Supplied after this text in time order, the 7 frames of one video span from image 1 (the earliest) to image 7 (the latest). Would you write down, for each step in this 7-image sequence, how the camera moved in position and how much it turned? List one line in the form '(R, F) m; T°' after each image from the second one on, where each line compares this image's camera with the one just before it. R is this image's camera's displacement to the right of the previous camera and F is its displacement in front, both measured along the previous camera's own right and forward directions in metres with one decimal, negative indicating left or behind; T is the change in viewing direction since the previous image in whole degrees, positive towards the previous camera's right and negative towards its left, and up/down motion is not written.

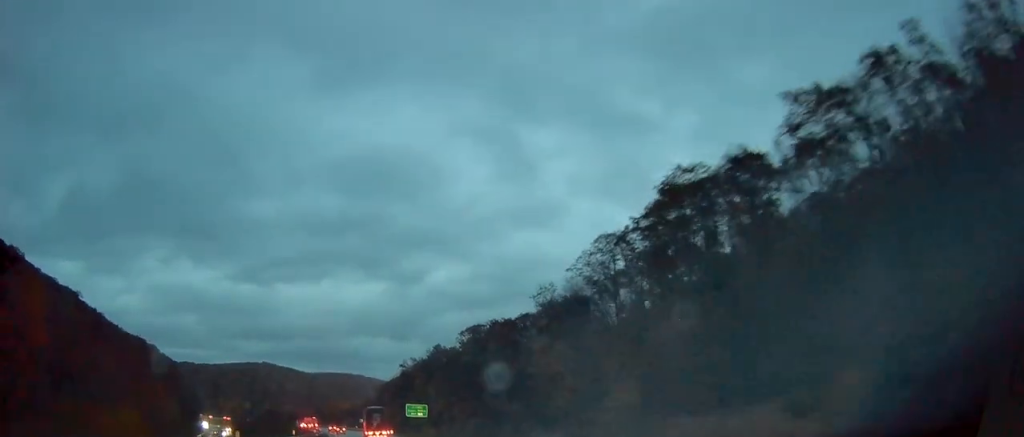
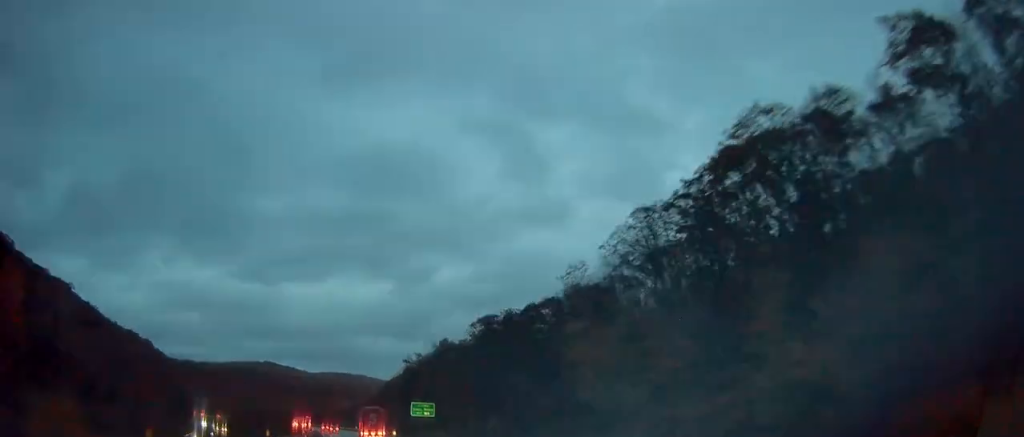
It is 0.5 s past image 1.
(-0.3, +12.8) m; 0°
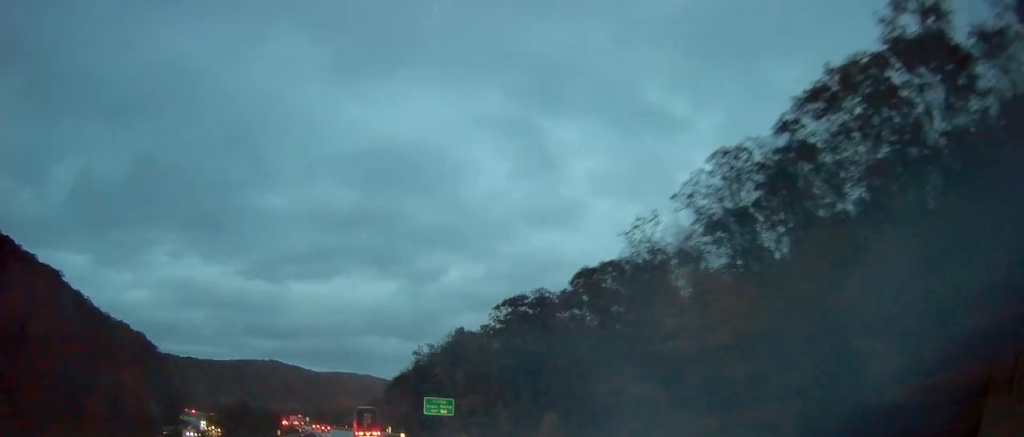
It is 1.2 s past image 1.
(+0.4, +18.8) m; 0°
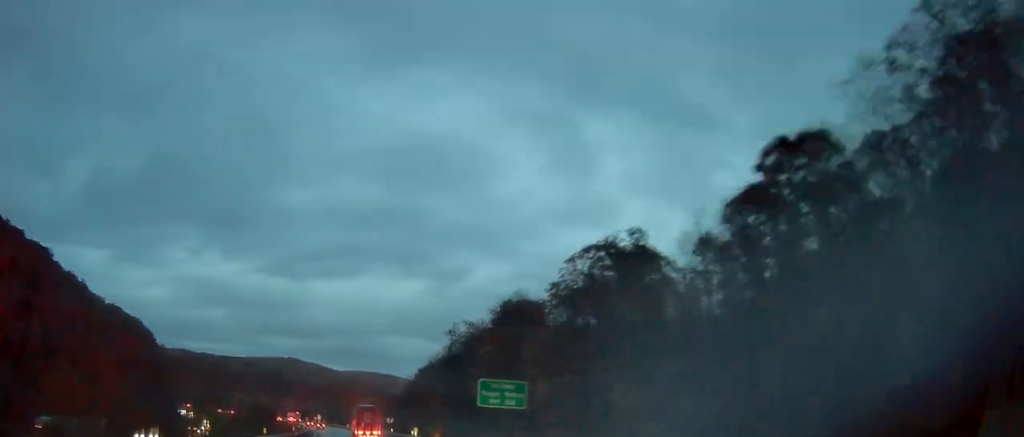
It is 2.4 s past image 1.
(-0.2, +30.7) m; -2°
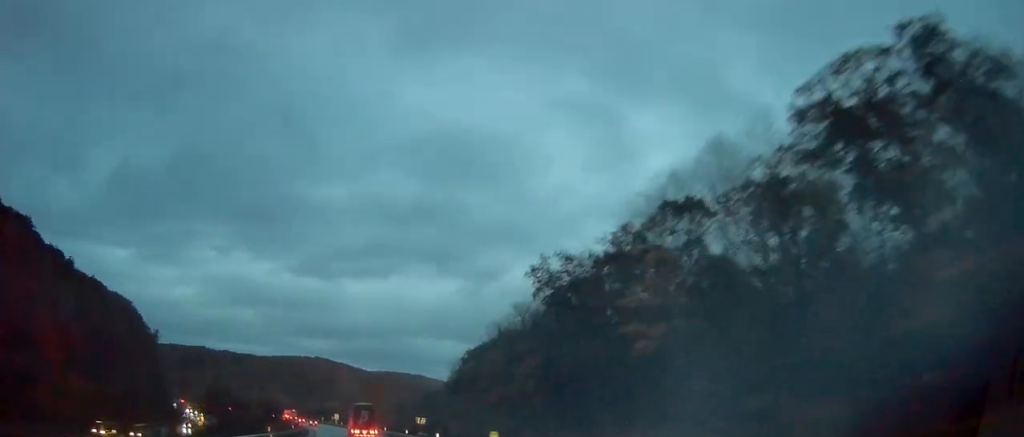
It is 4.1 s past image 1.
(-1.4, +42.7) m; -3°
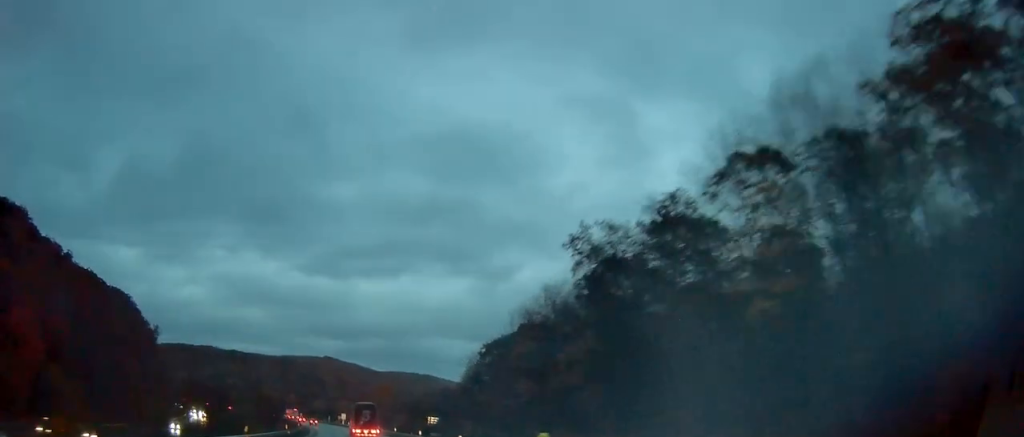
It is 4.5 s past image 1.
(0.0, +10.3) m; -1°
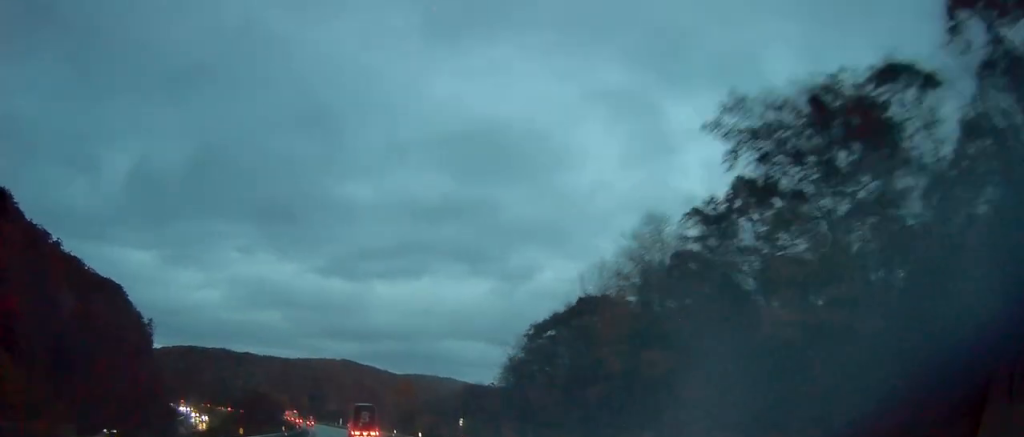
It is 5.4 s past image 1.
(-0.1, +24.1) m; -2°
